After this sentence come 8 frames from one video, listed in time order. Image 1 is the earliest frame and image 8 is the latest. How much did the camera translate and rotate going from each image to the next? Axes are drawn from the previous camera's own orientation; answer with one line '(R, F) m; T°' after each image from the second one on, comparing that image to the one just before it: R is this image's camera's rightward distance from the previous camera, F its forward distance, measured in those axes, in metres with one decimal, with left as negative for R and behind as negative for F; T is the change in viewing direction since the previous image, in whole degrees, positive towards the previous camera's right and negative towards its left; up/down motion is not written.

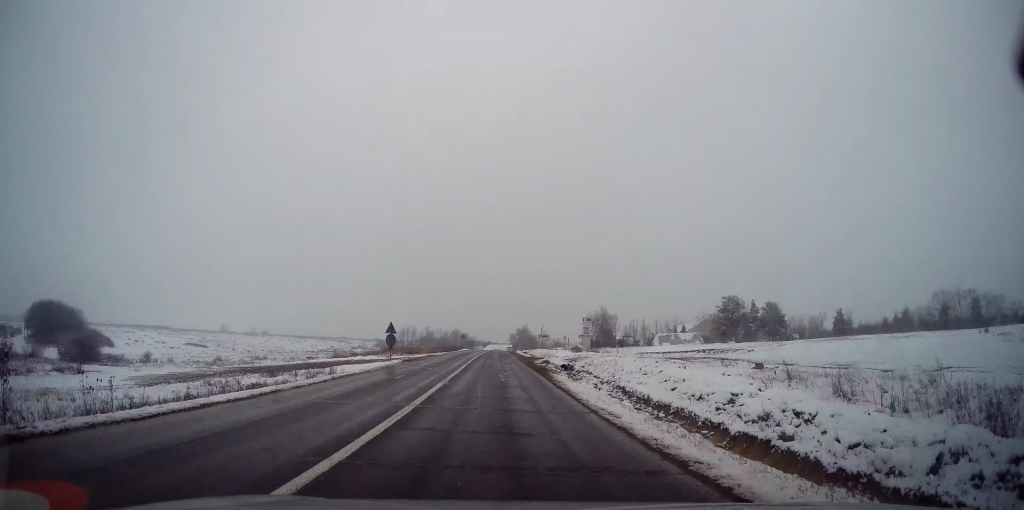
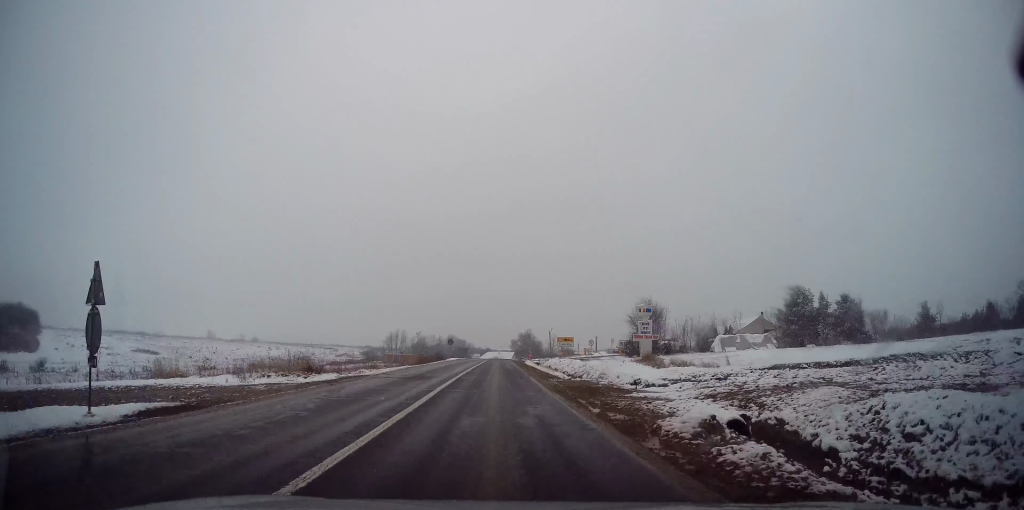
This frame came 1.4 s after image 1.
(-0.4, +26.8) m; -1°
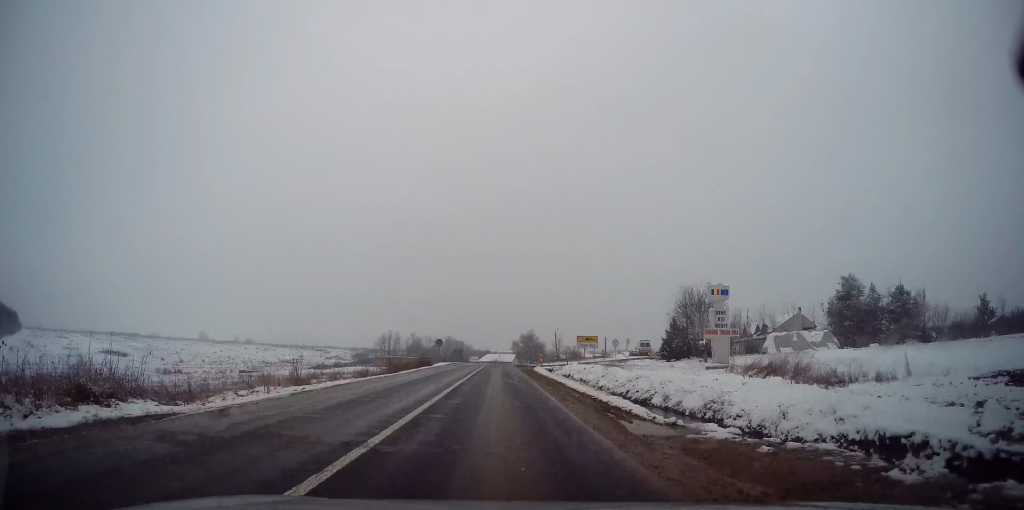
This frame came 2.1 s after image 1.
(0.0, +14.3) m; +1°
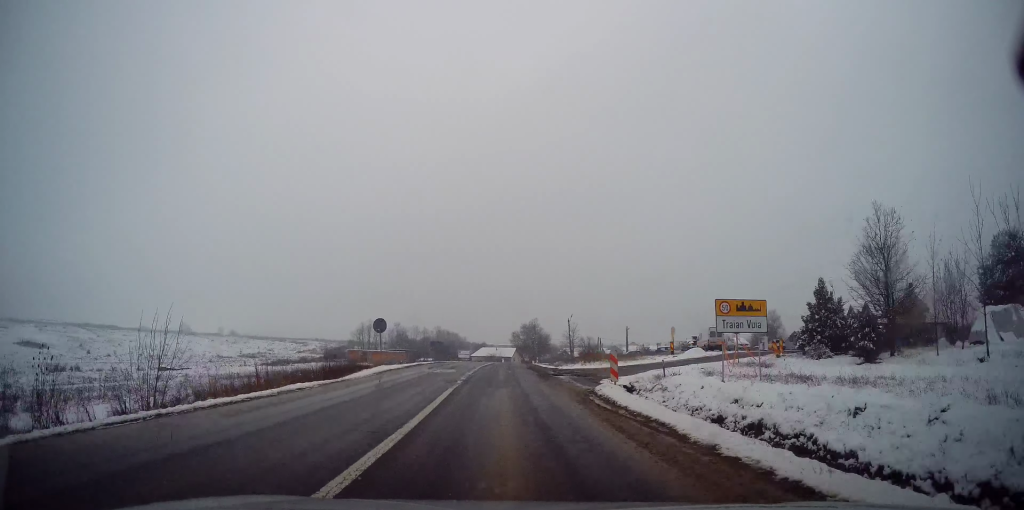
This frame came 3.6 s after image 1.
(+0.3, +28.9) m; 0°
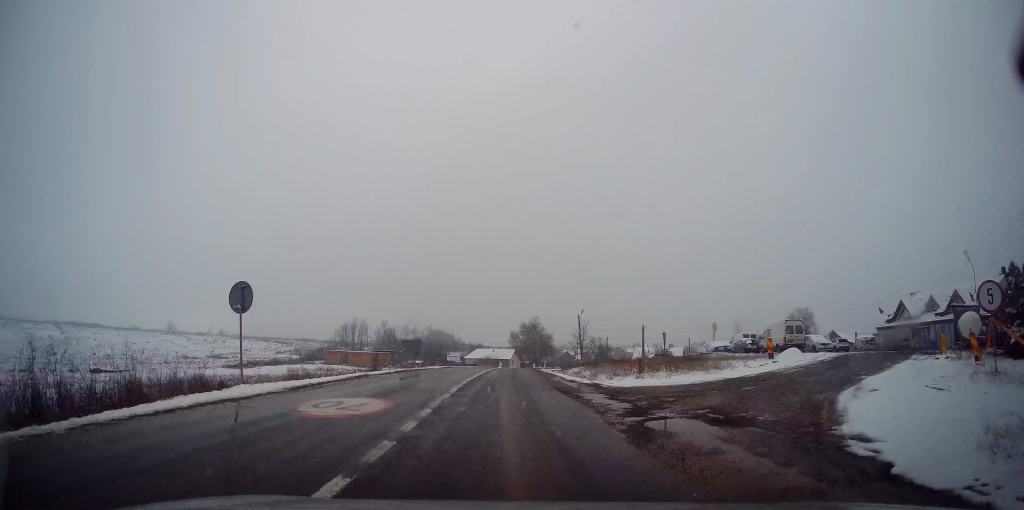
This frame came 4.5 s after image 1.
(-0.2, +16.4) m; 0°
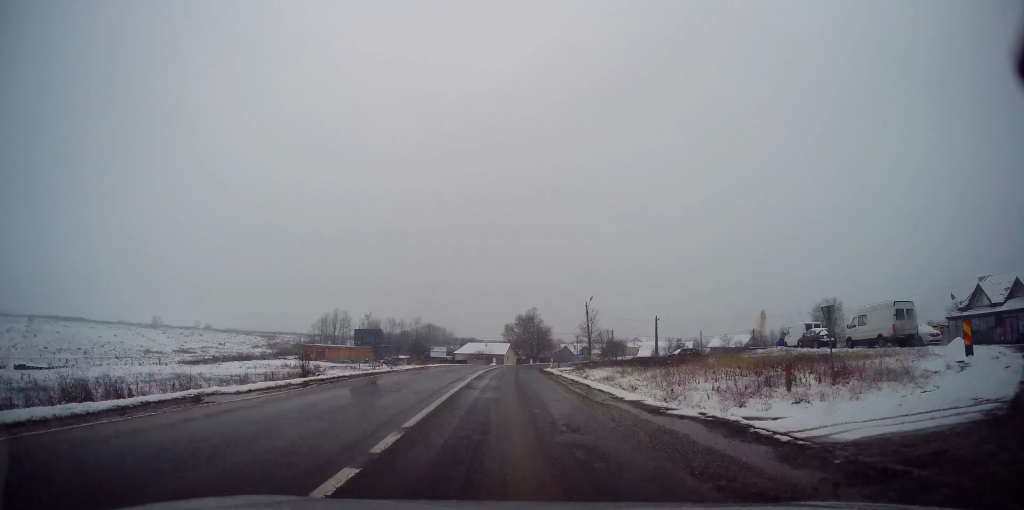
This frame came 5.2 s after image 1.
(+0.1, +13.6) m; +1°
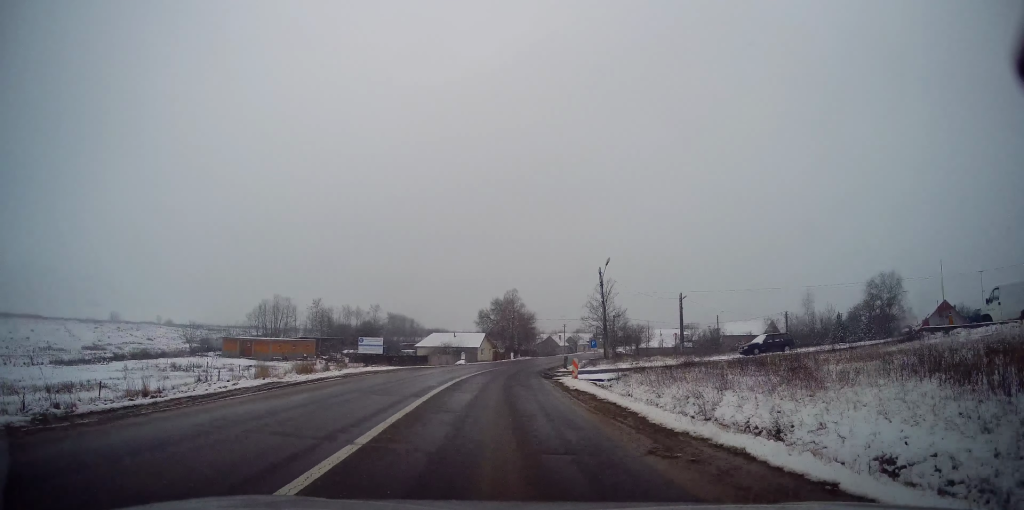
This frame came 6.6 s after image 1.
(+0.8, +25.6) m; +3°
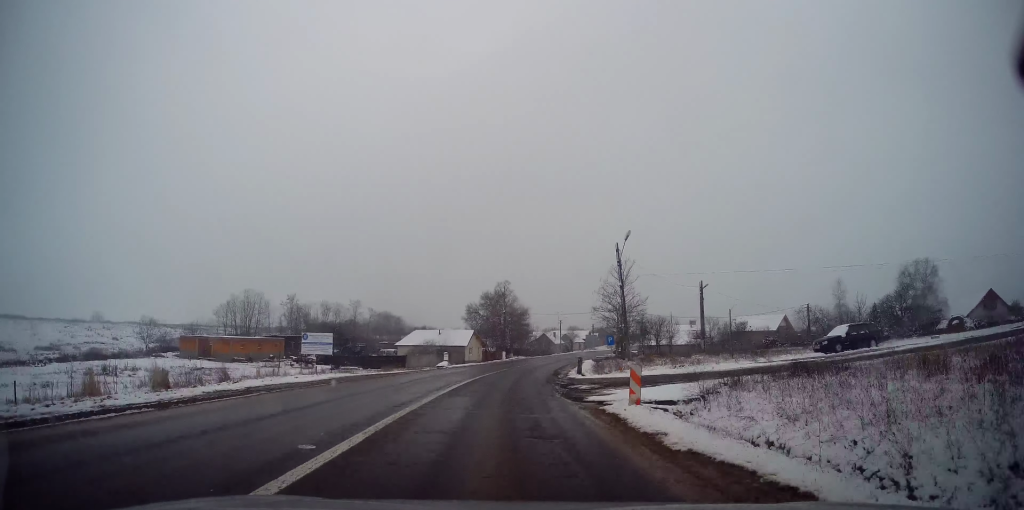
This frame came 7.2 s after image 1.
(+0.1, +11.5) m; +2°
